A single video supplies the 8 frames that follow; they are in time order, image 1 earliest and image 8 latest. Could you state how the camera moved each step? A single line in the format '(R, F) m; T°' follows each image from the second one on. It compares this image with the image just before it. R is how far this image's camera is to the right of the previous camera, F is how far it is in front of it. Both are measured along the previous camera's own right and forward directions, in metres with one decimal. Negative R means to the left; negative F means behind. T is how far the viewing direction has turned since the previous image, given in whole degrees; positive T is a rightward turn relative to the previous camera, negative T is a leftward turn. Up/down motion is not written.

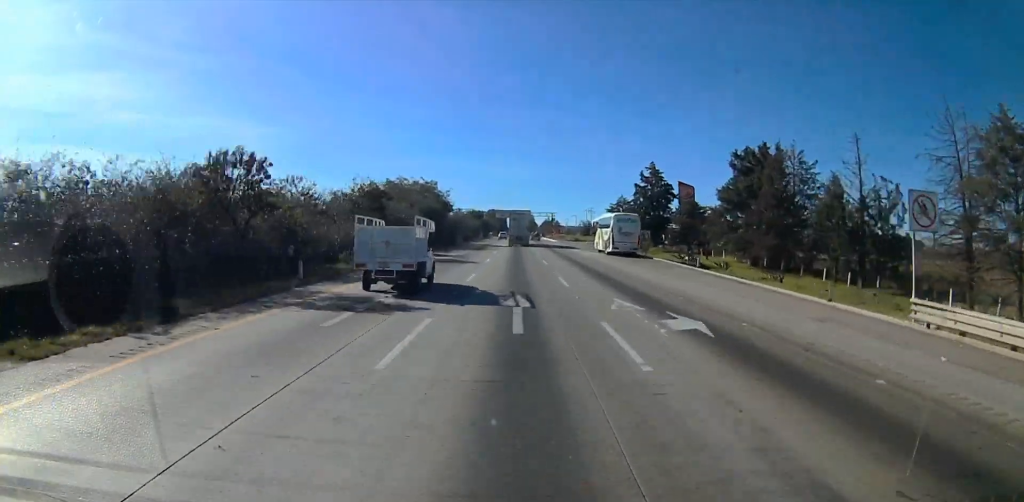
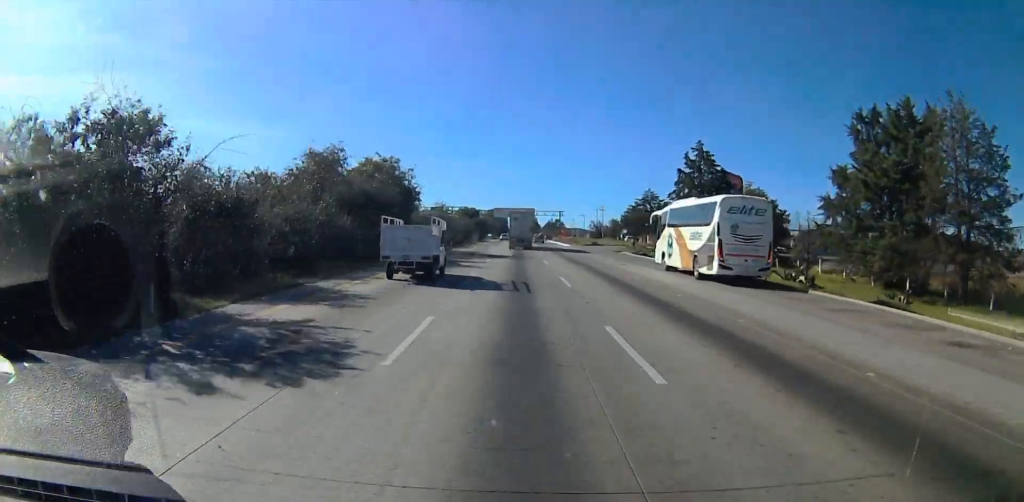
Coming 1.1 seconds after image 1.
(+0.2, +30.3) m; +2°
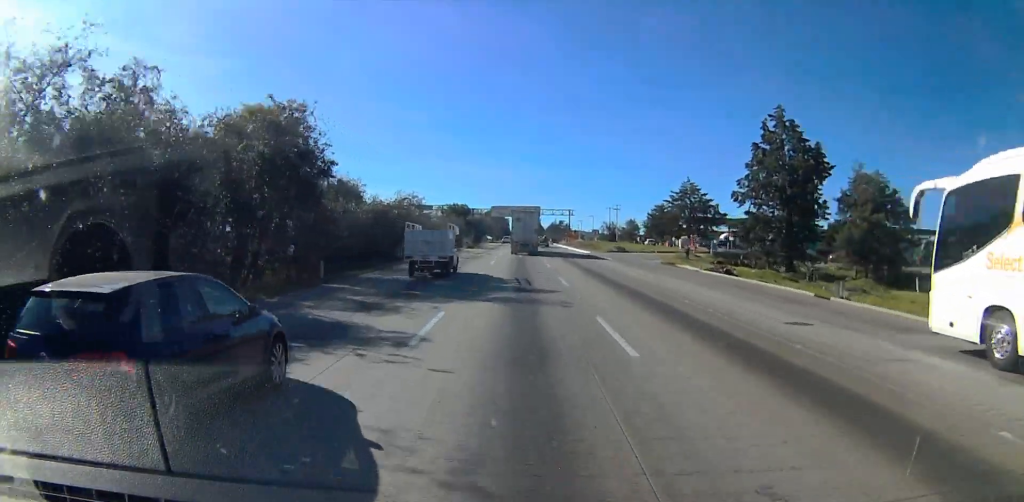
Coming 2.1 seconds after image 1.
(+0.5, +27.6) m; 0°
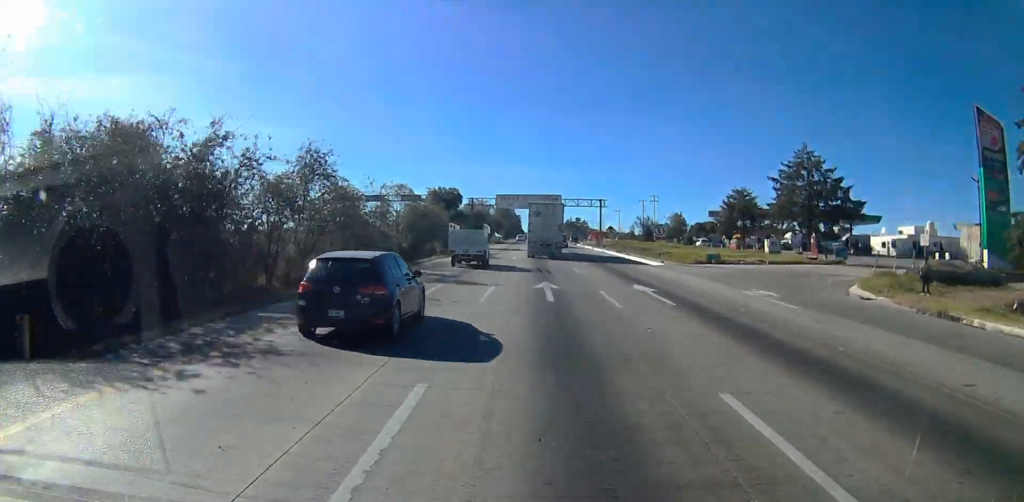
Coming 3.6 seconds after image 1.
(-0.5, +37.0) m; -1°
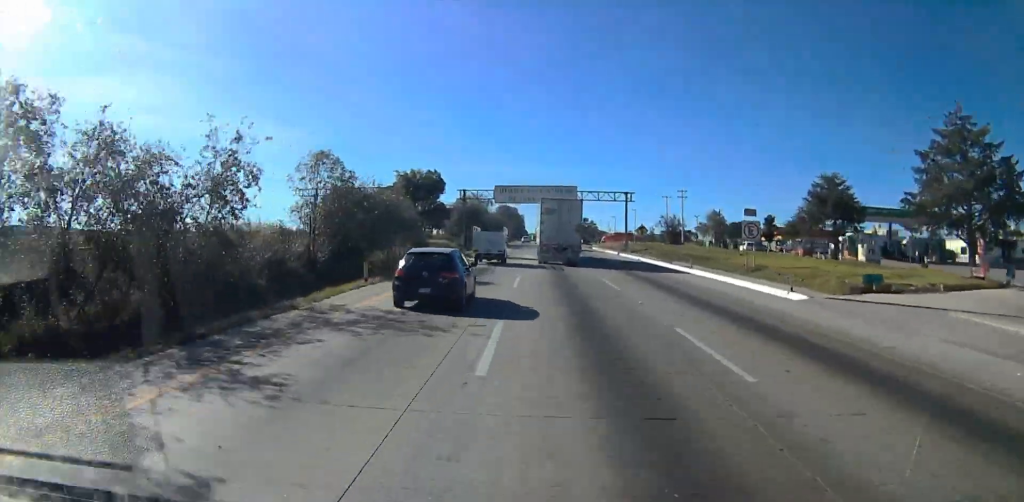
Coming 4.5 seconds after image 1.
(0.0, +23.5) m; 0°
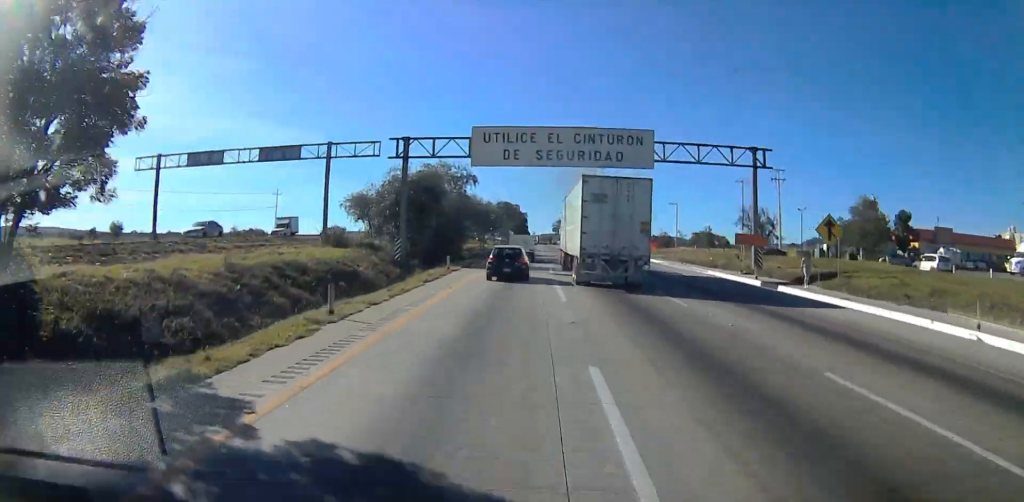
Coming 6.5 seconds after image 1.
(-0.7, +48.8) m; -2°
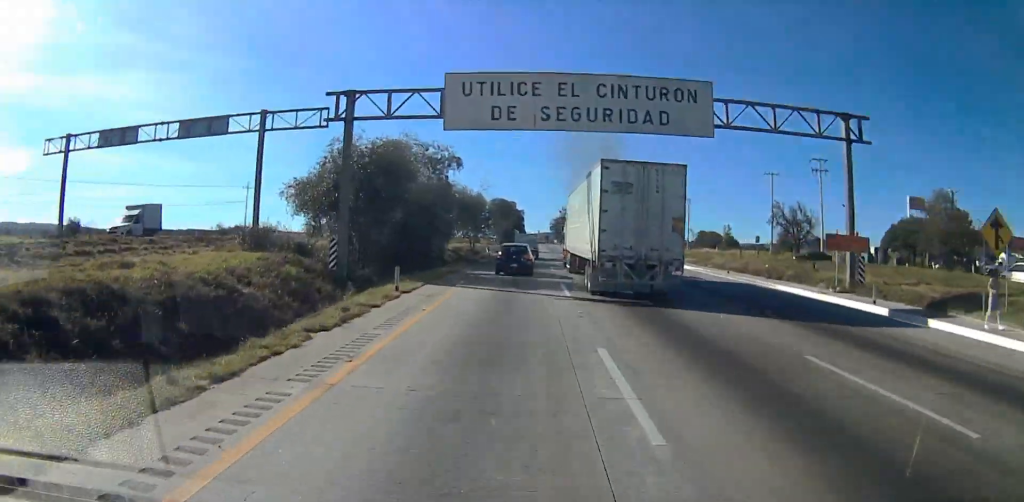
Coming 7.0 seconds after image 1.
(0.0, +13.2) m; 0°
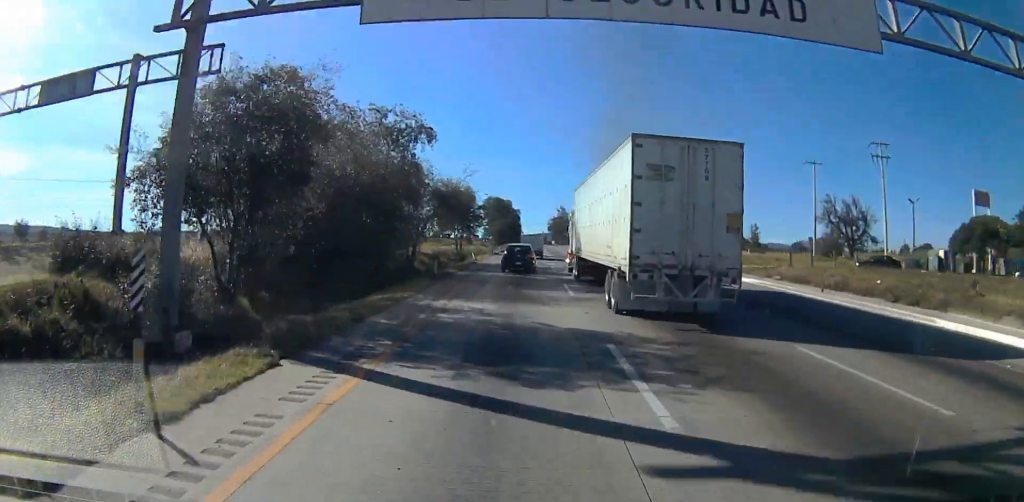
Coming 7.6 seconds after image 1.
(0.0, +14.0) m; 0°
